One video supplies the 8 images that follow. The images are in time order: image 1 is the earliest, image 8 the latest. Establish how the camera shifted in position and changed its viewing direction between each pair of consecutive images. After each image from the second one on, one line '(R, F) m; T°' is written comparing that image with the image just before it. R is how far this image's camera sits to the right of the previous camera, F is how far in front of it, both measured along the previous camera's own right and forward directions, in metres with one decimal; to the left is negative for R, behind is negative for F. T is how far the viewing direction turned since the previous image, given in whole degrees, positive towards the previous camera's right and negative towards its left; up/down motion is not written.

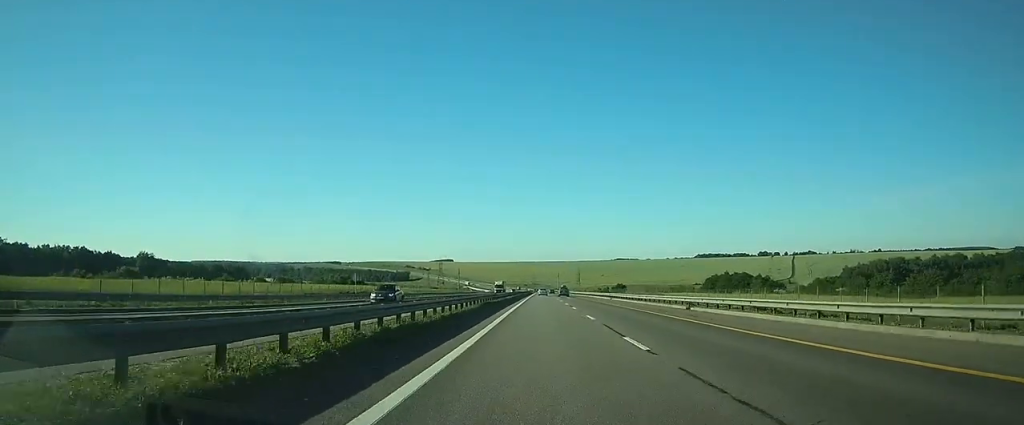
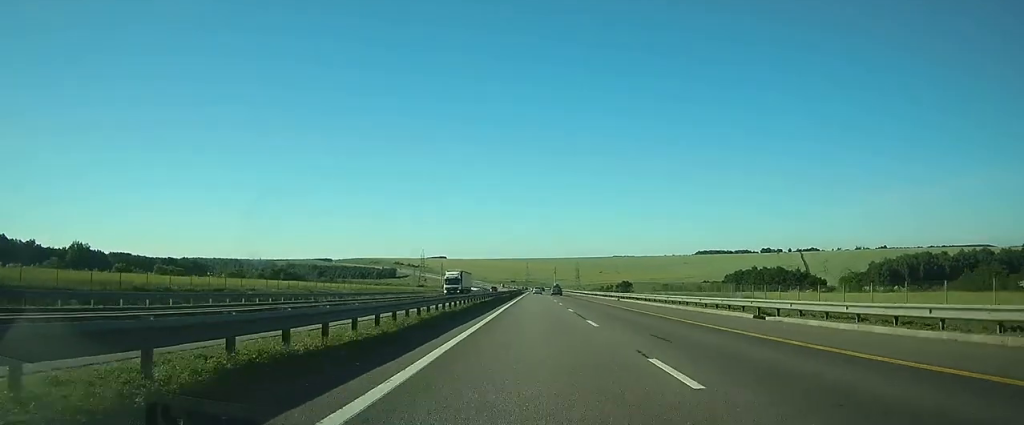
(+0.2, +52.3) m; 0°
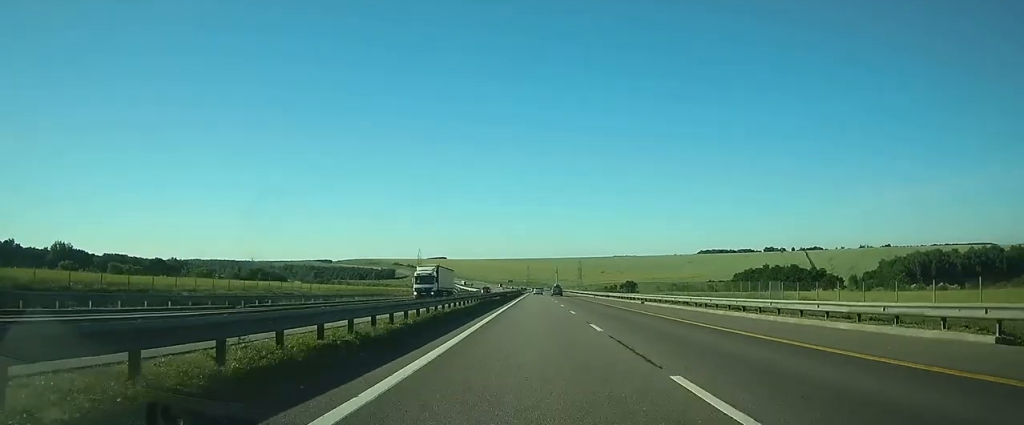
(0.0, +13.9) m; 0°
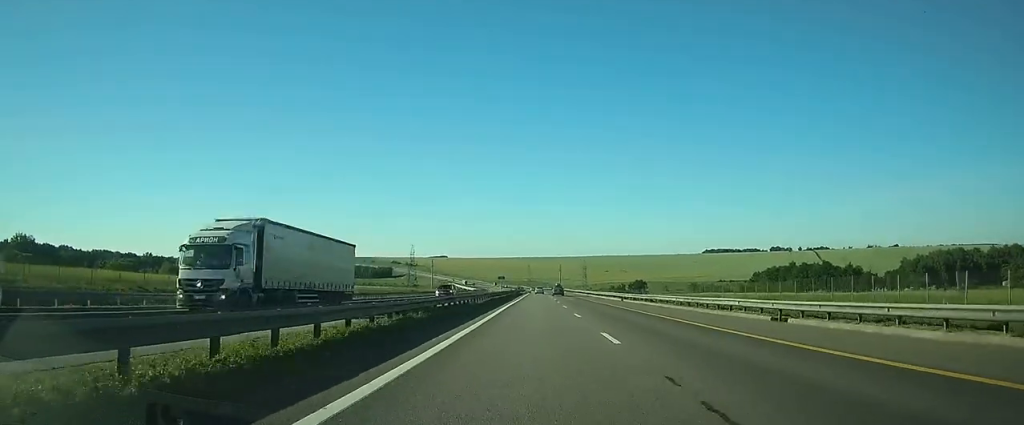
(0.0, +27.7) m; 0°
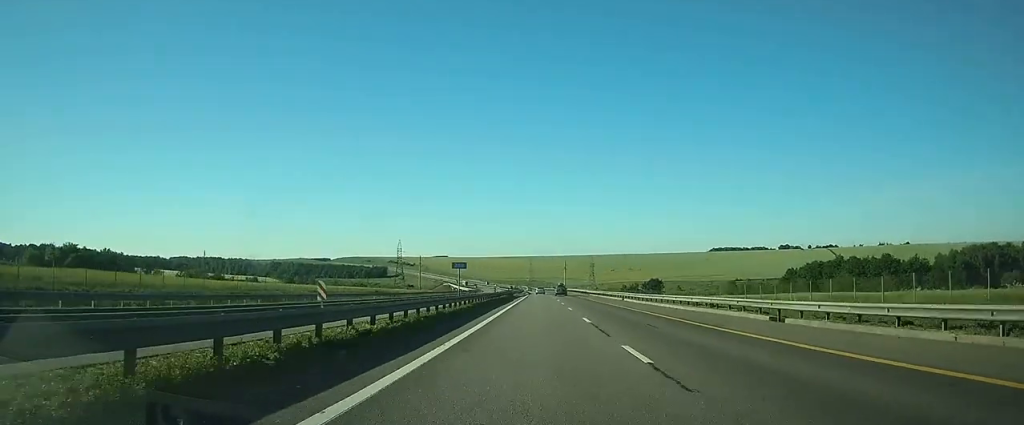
(-0.1, +39.4) m; 0°
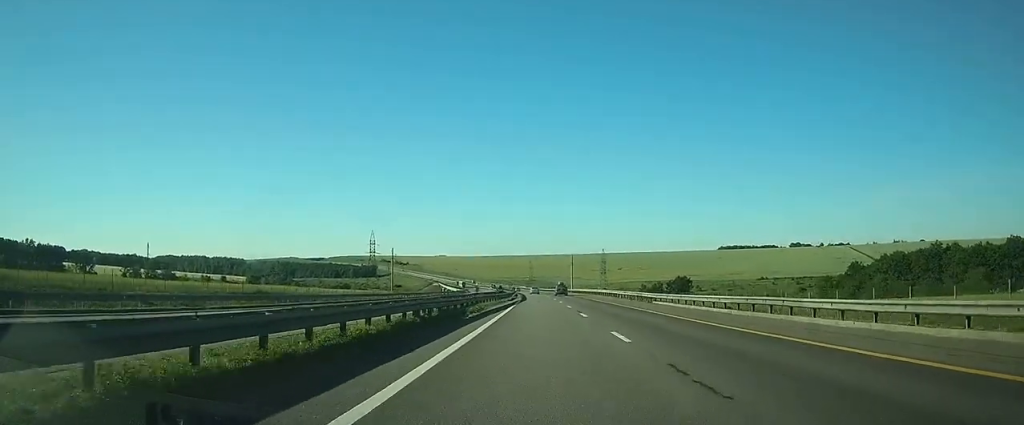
(0.0, +56.4) m; 0°
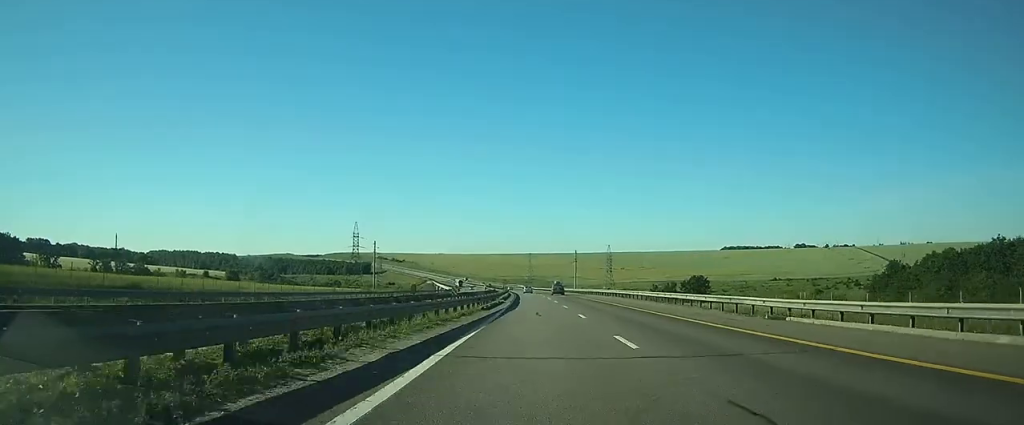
(0.0, +25.6) m; 0°
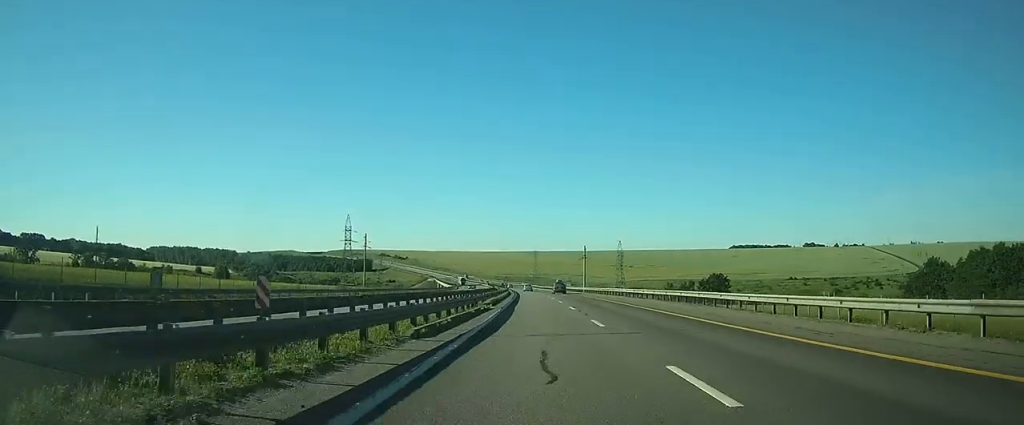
(-0.1, +18.1) m; 0°
